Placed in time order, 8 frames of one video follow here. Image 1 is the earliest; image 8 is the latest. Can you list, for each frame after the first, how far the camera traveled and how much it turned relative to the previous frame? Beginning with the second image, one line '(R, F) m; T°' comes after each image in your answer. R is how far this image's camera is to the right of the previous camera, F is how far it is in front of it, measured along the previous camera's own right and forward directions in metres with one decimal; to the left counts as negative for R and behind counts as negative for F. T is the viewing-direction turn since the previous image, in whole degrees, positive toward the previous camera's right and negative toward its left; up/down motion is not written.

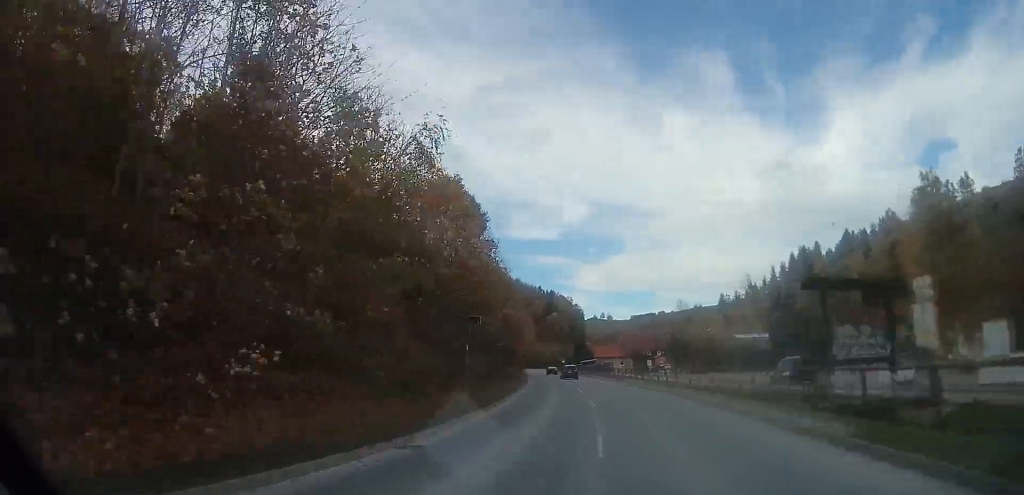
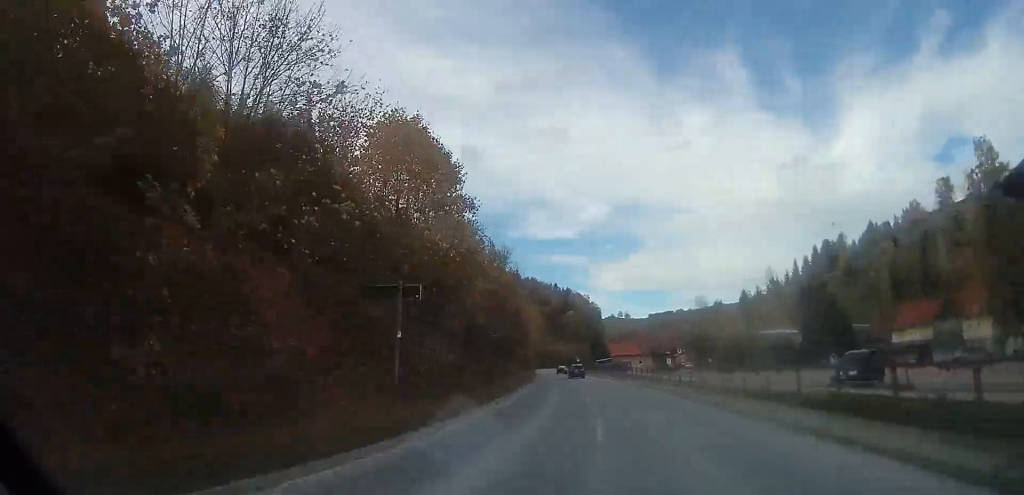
(+0.2, +7.7) m; -2°
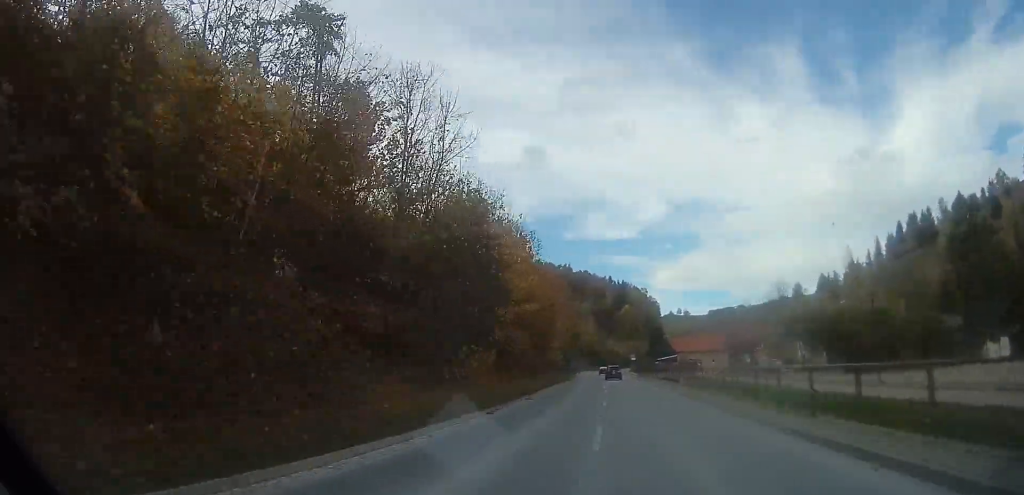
(-4.9, +27.1) m; -17°
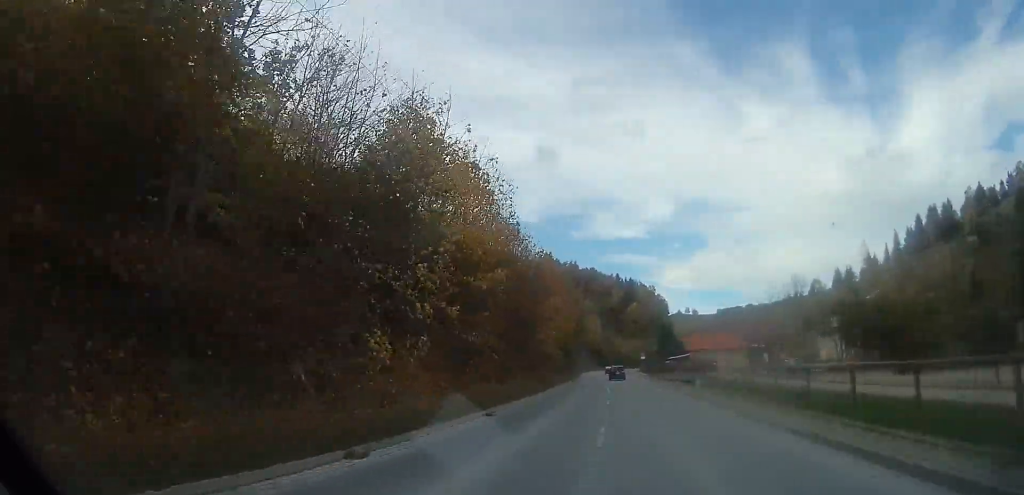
(0.0, +8.5) m; +2°
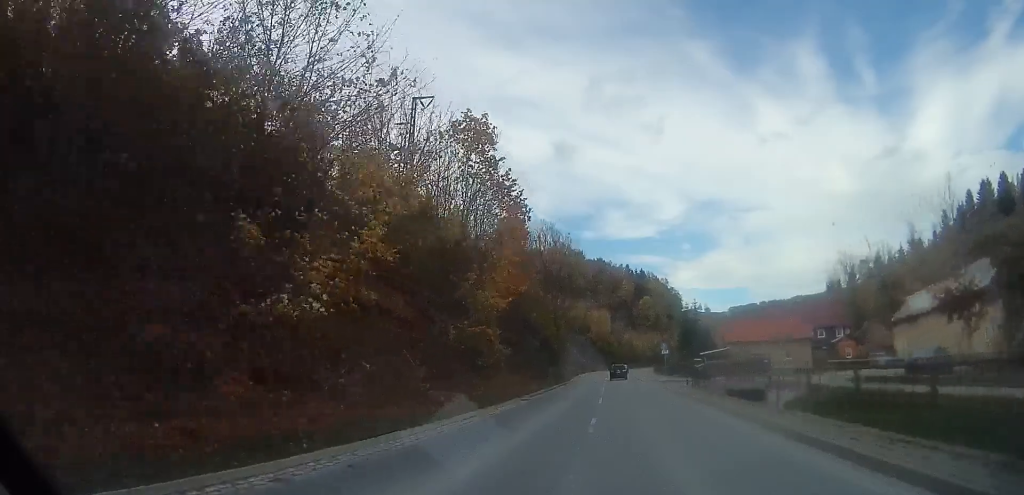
(+1.6, +25.2) m; +4°
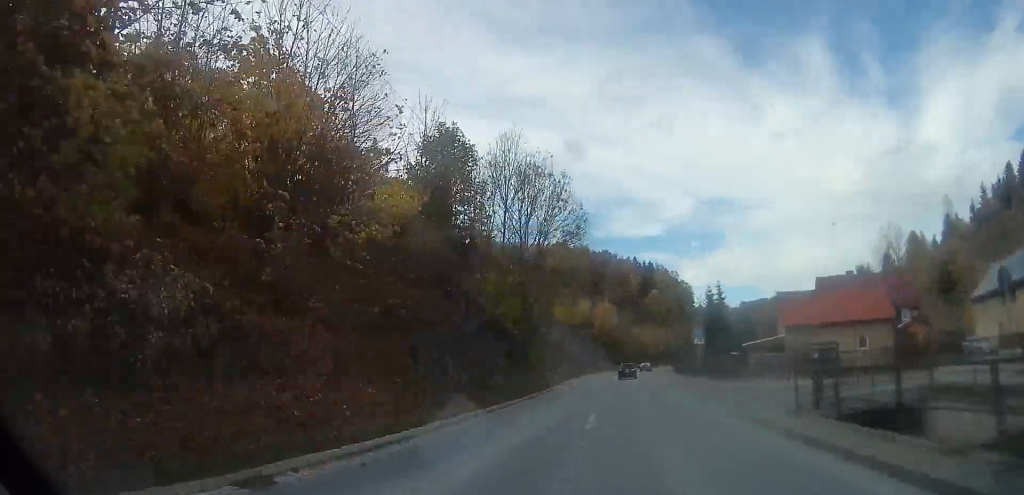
(-0.6, +17.0) m; -4°
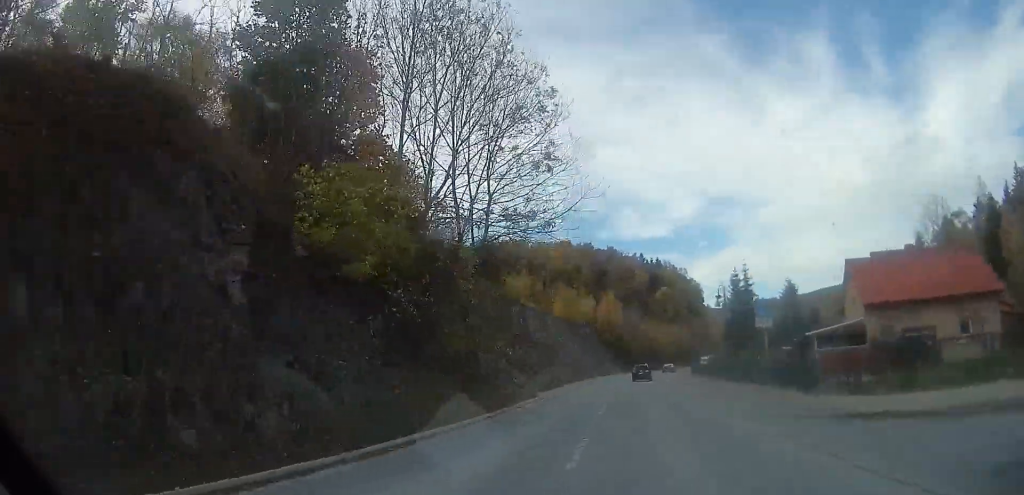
(-0.4, +13.2) m; -2°
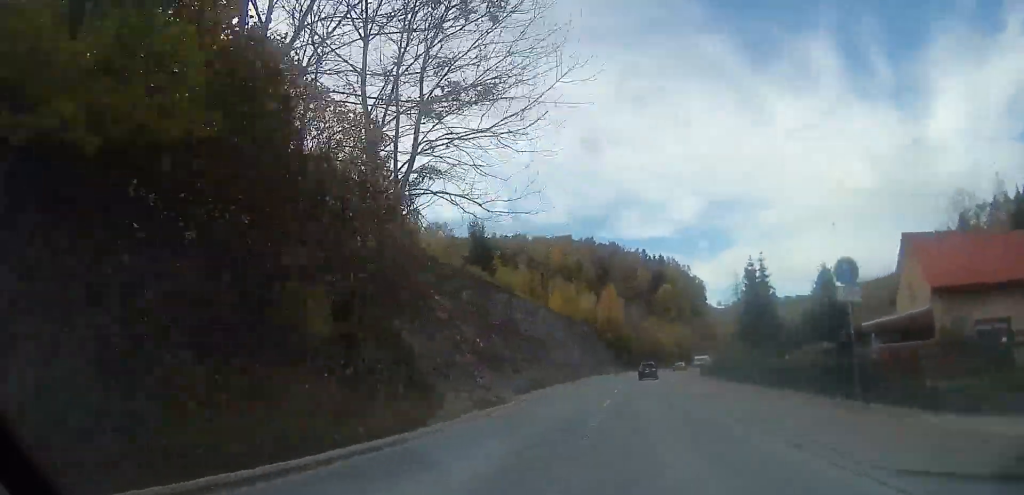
(+0.2, +6.7) m; -1°
